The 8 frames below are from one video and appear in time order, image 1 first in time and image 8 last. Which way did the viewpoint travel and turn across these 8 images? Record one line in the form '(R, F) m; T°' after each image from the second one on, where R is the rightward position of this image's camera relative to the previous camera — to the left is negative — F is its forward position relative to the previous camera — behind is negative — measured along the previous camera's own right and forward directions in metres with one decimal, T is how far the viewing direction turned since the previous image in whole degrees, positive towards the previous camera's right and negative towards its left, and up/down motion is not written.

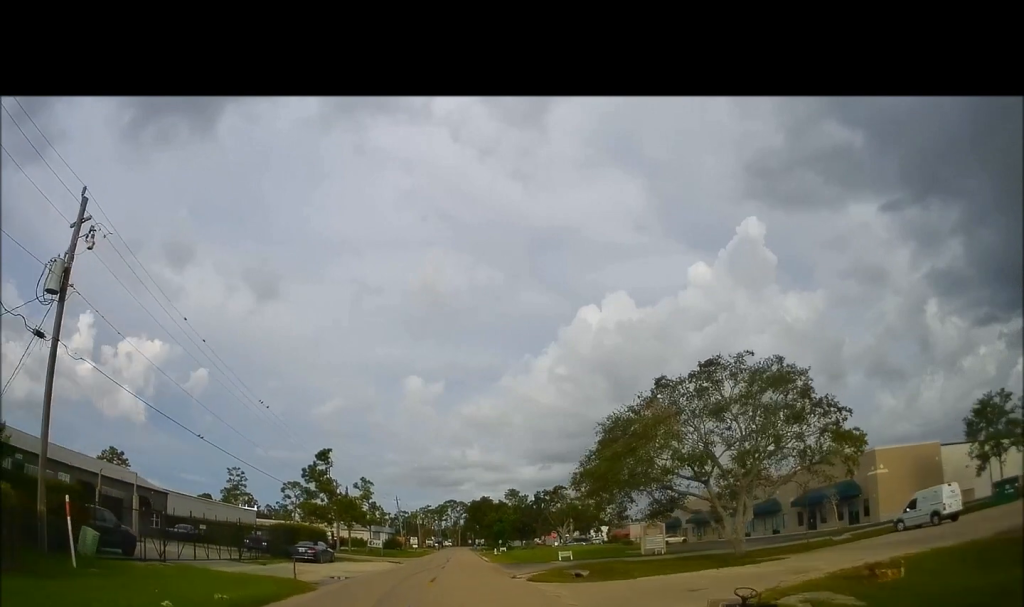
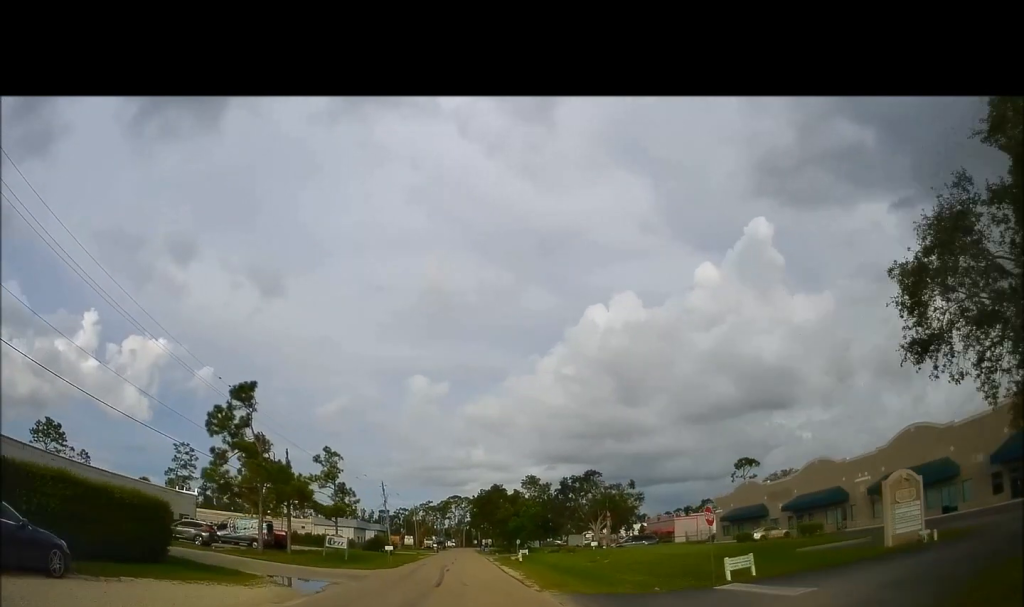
(0.0, +27.7) m; -2°
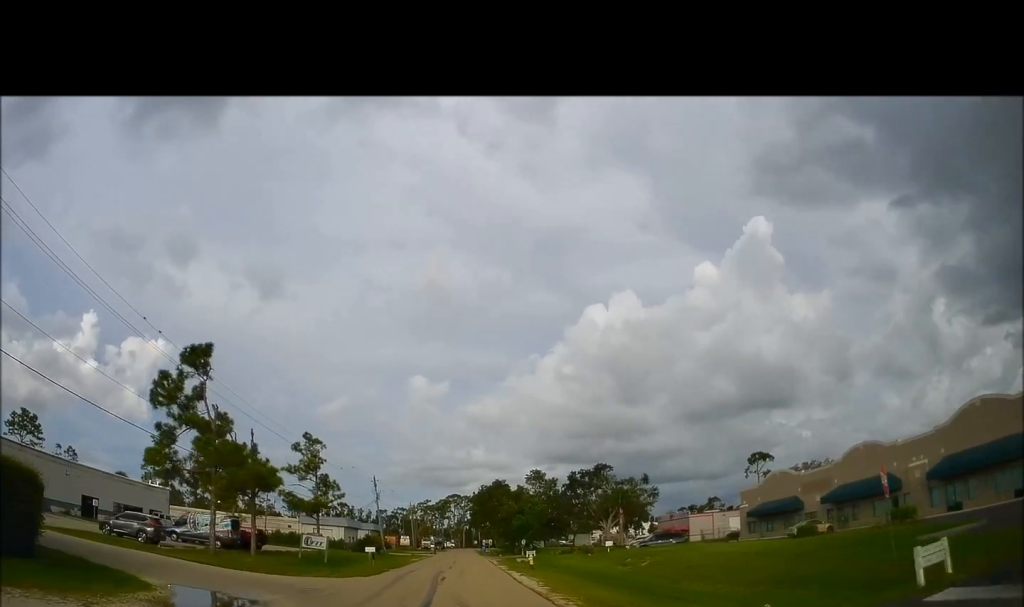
(-0.3, +8.0) m; 0°
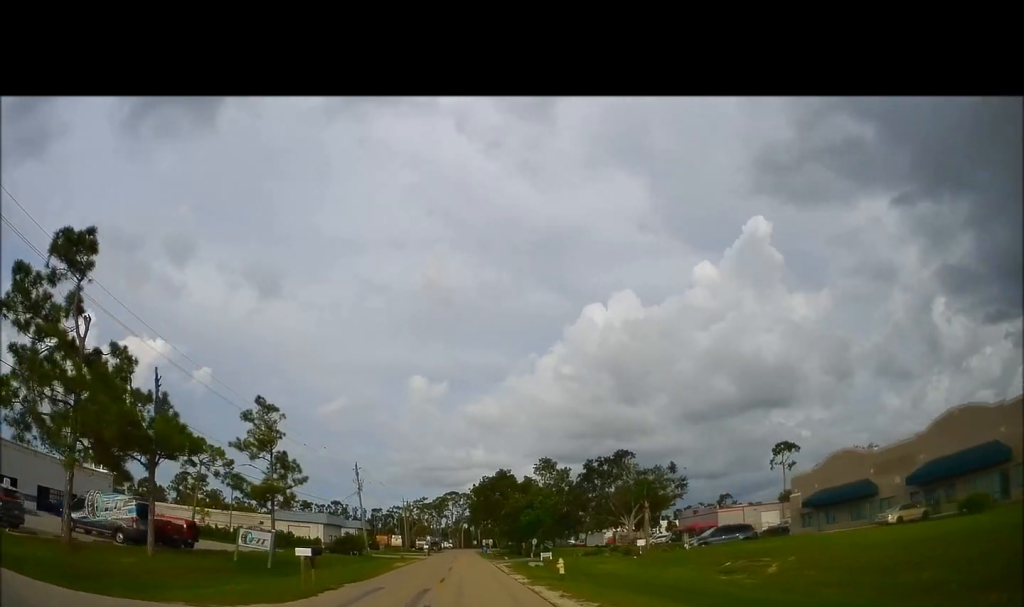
(0.0, +13.3) m; +1°
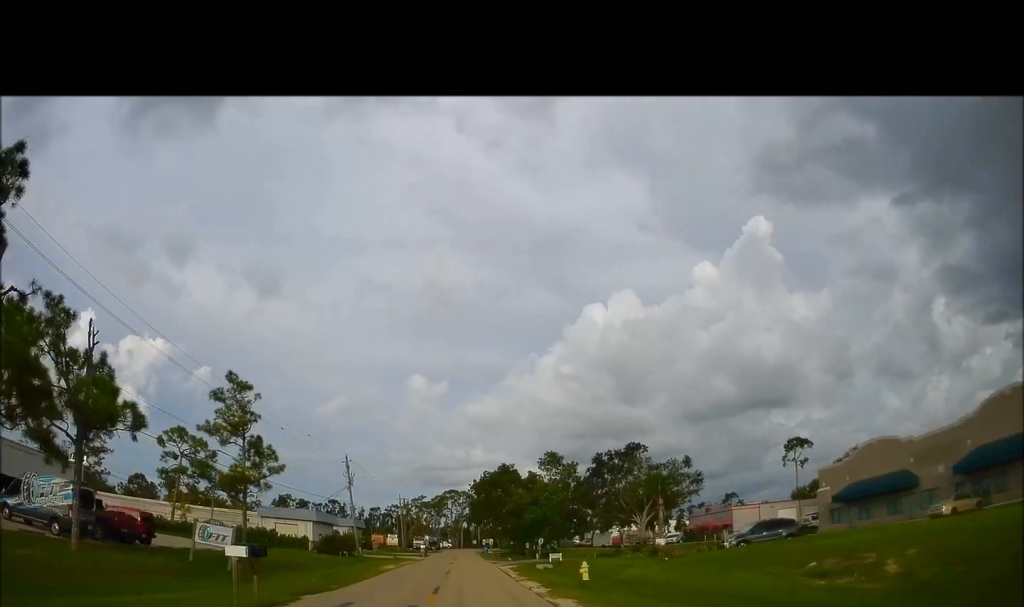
(+0.2, +5.8) m; +1°
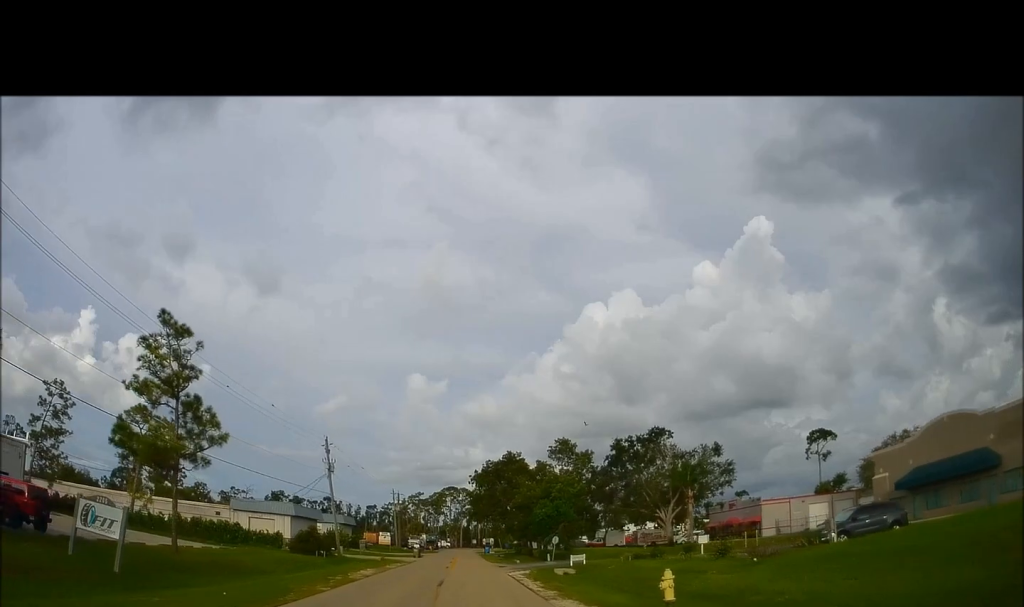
(-0.2, +9.6) m; -1°
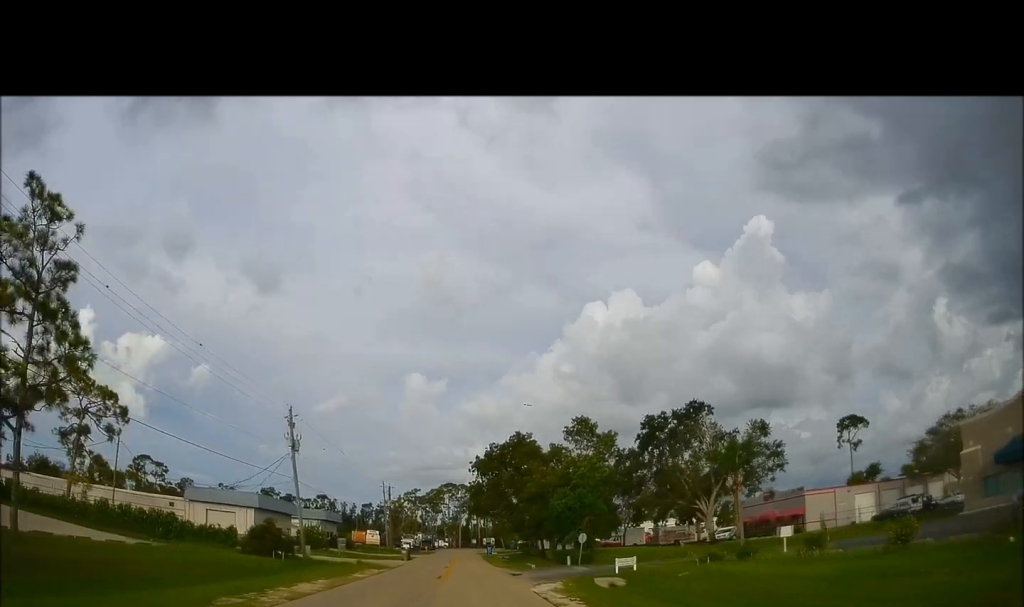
(-0.1, +11.7) m; 0°
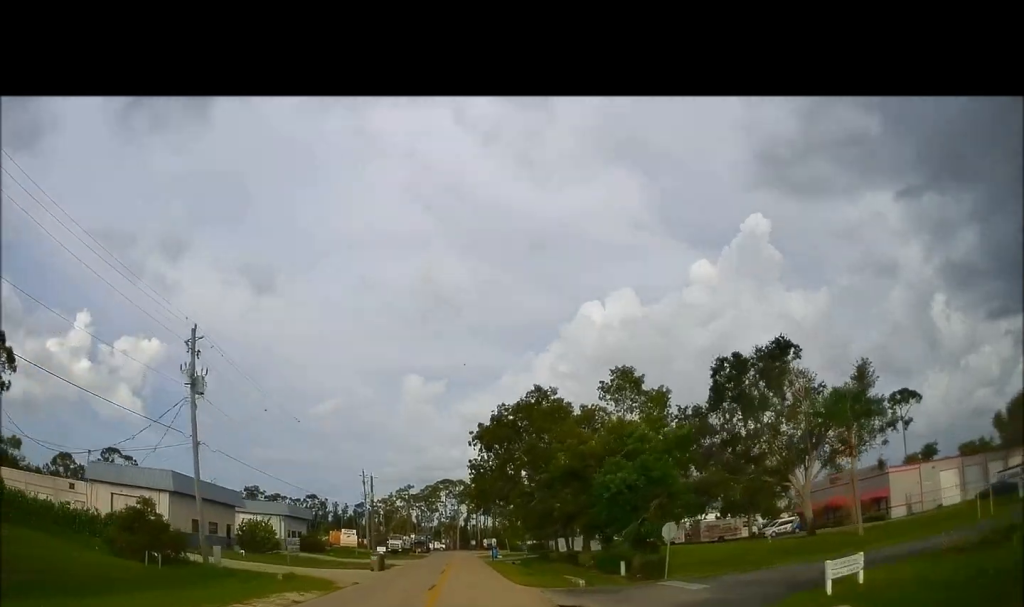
(+0.3, +16.5) m; +2°
